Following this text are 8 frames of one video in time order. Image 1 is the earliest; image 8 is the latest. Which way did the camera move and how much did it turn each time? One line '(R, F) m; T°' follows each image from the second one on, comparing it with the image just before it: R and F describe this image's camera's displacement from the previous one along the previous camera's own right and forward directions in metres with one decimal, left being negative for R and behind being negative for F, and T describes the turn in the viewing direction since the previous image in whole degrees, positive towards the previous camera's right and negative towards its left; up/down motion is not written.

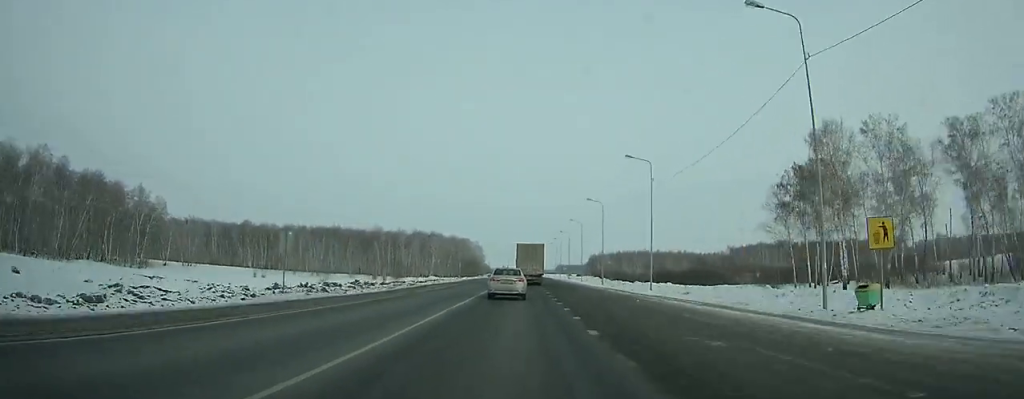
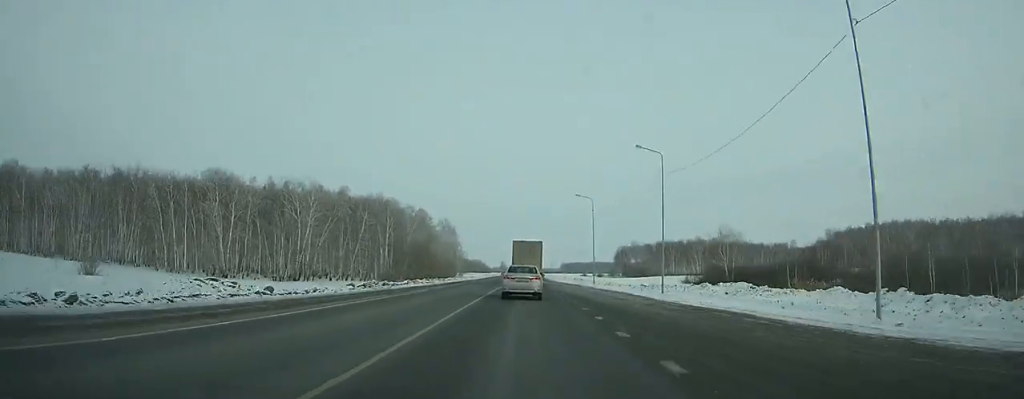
(-0.1, +154.2) m; 0°
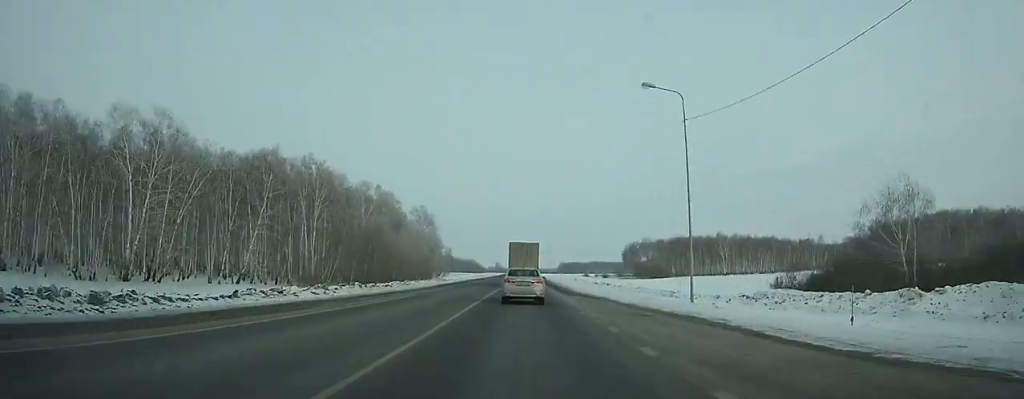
(+0.1, +45.5) m; 0°
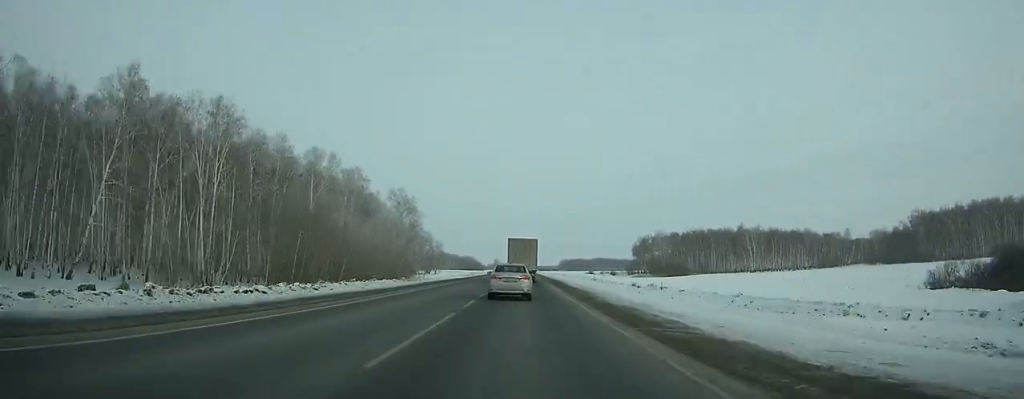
(0.0, +32.9) m; 0°
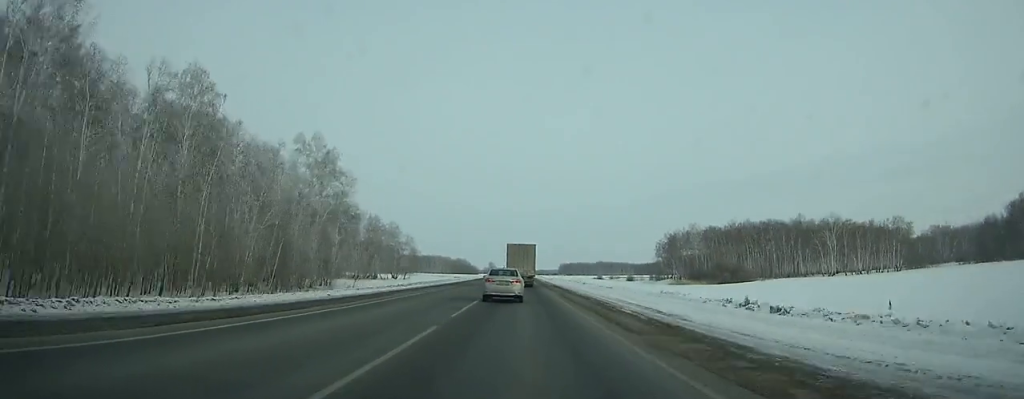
(+0.2, +63.8) m; 0°
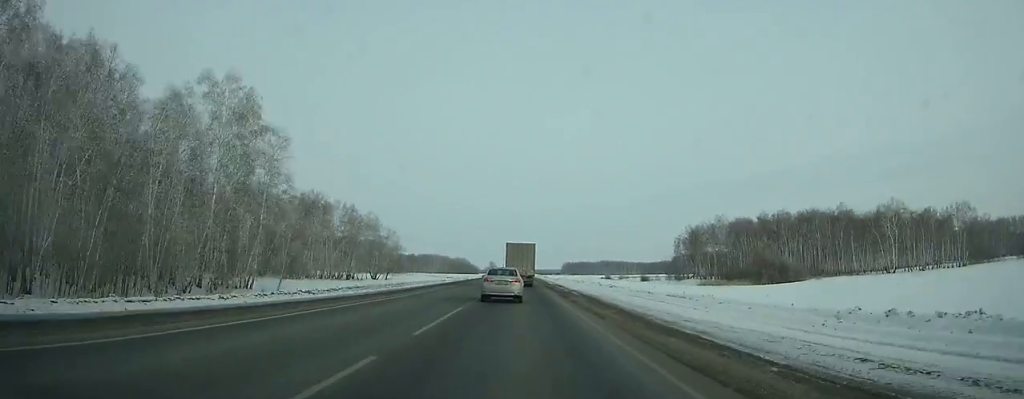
(0.0, +28.8) m; 0°
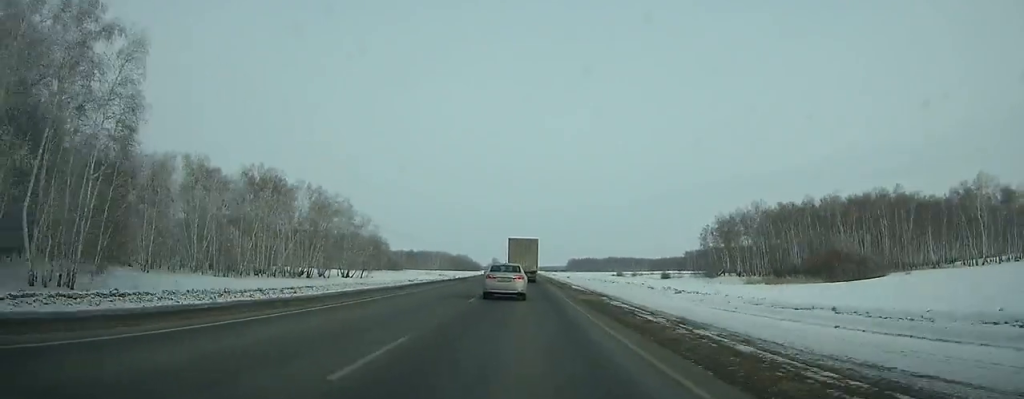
(0.0, +28.7) m; 0°
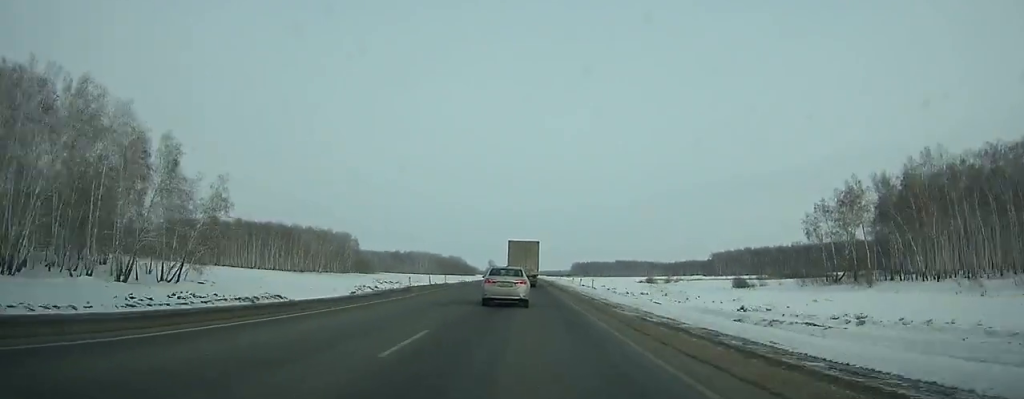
(-0.3, +77.9) m; 0°
